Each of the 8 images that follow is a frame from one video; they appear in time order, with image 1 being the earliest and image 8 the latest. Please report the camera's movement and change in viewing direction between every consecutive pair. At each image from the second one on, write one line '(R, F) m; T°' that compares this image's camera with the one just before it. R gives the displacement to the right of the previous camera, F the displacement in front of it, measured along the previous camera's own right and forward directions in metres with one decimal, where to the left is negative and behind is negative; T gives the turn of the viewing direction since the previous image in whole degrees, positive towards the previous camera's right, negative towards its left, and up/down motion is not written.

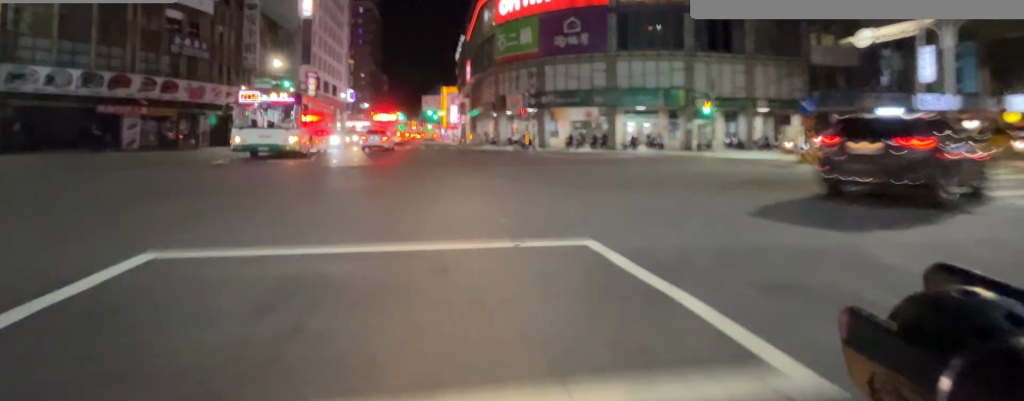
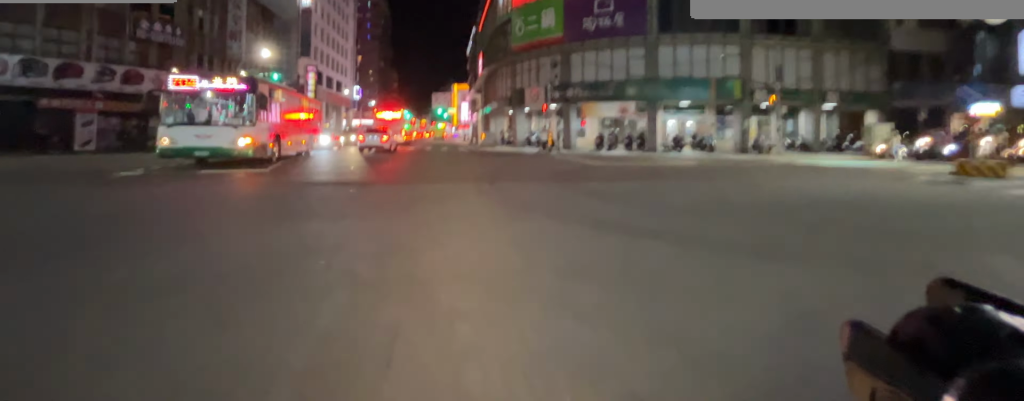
(+0.1, +3.8) m; +1°
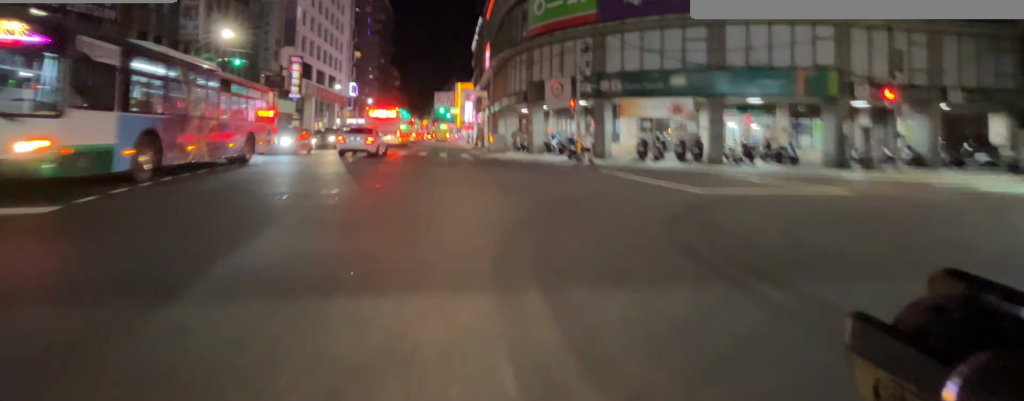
(0.0, +5.3) m; 0°
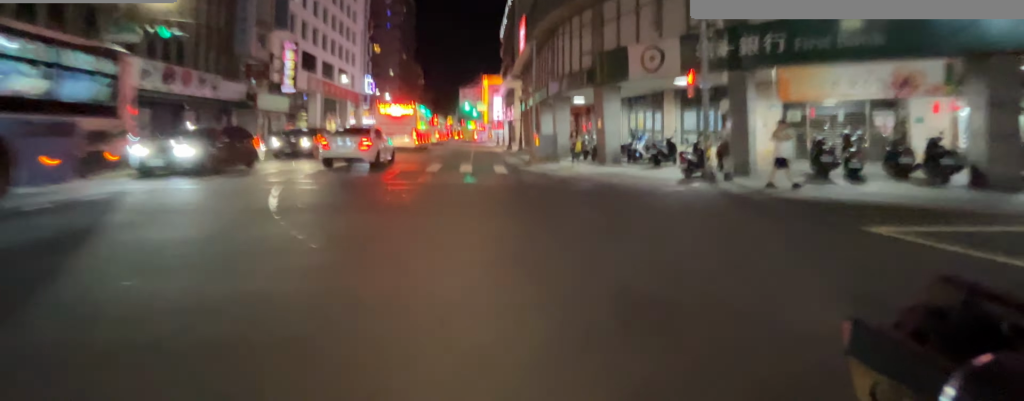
(0.0, +8.8) m; 0°
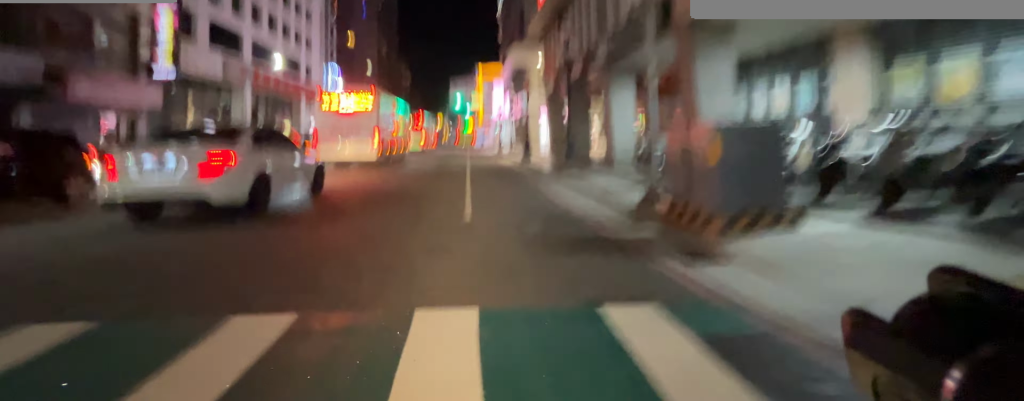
(-0.1, +17.6) m; 0°
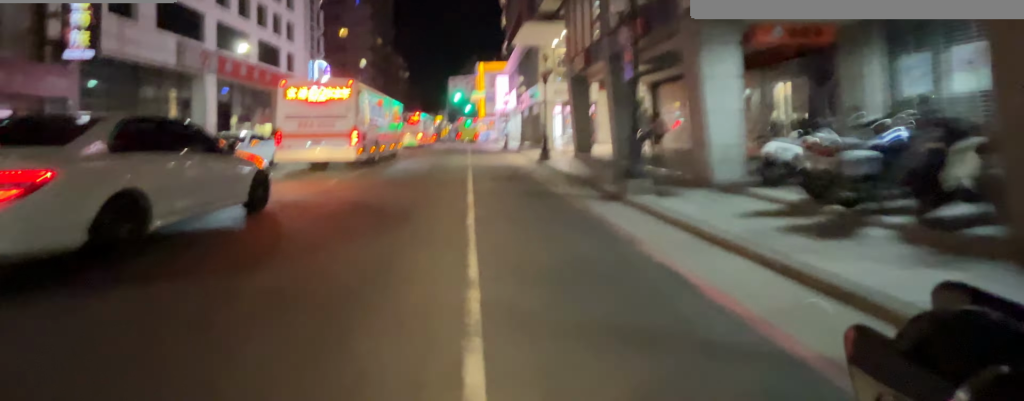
(0.0, +6.8) m; 0°
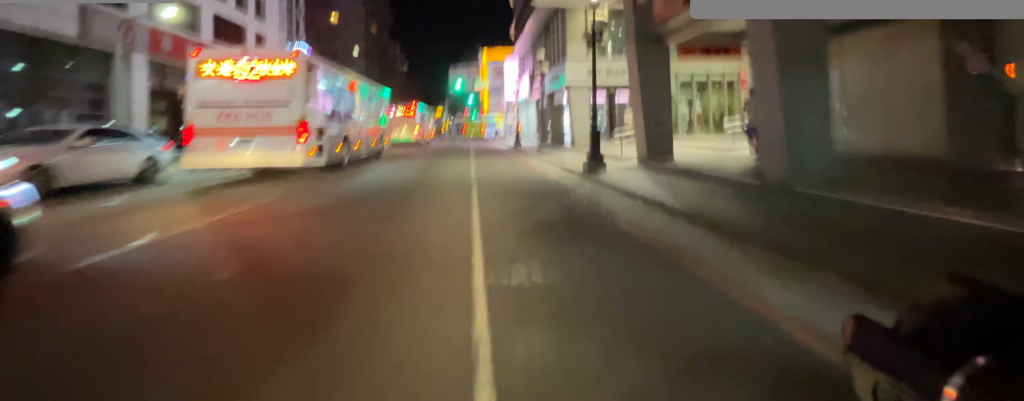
(0.0, +8.2) m; 0°
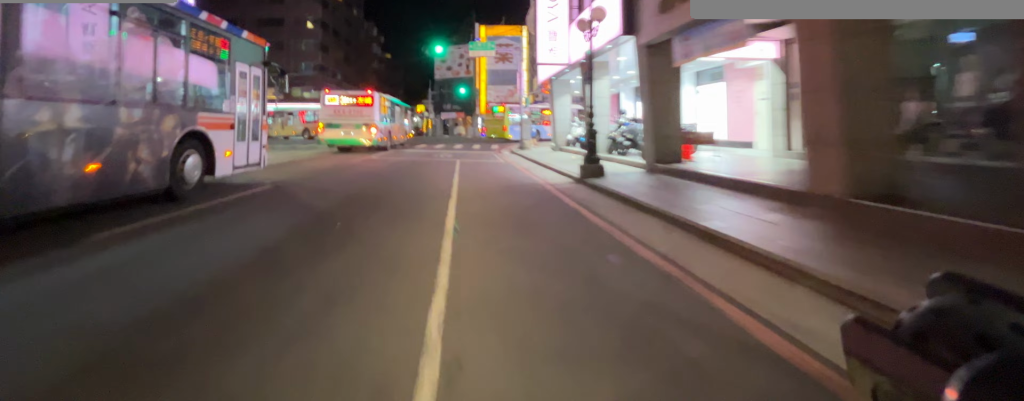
(+0.1, +19.7) m; +2°
